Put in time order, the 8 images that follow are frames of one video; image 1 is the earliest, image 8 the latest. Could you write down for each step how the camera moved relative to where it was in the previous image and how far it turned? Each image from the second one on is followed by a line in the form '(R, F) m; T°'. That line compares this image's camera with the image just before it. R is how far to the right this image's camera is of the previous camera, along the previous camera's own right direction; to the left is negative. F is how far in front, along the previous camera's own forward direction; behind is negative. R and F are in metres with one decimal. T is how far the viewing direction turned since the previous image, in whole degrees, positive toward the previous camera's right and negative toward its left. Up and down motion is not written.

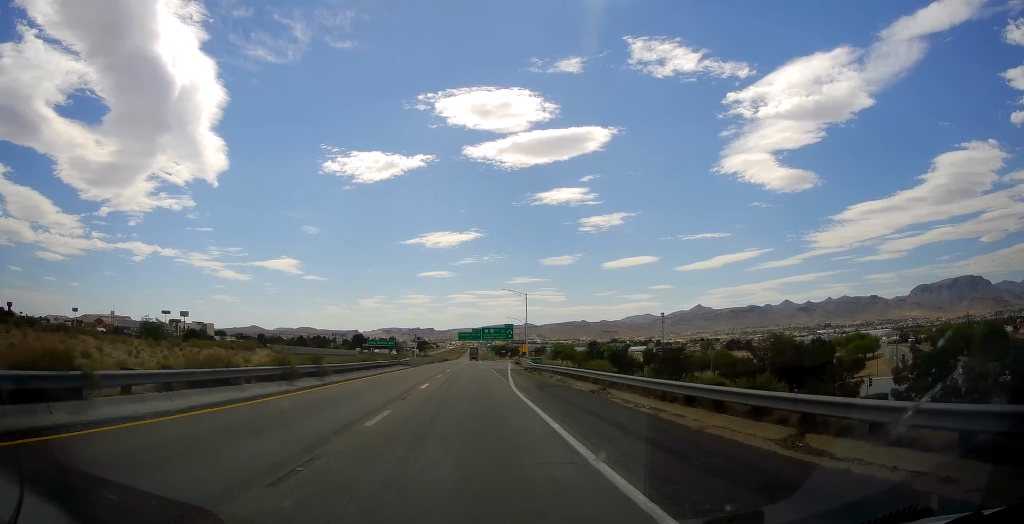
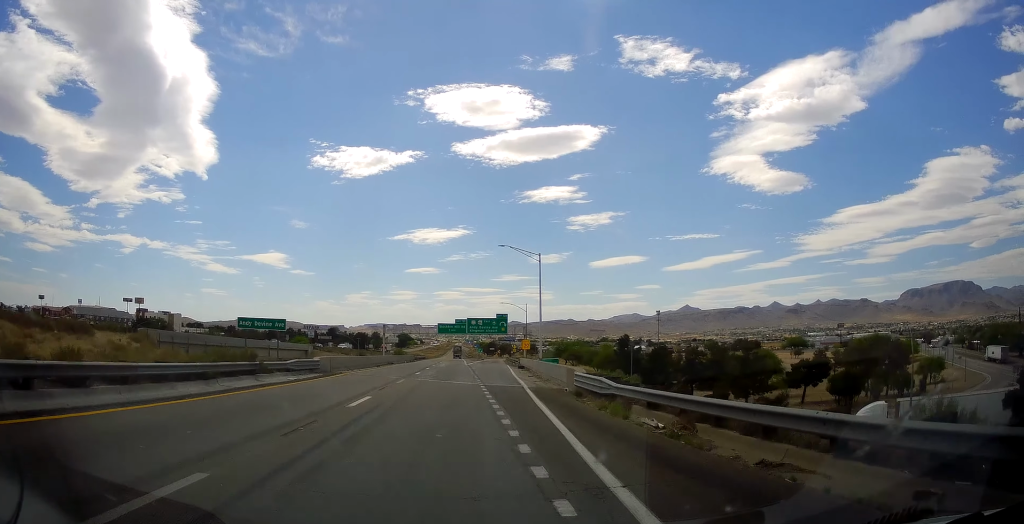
(-0.3, +33.2) m; -1°
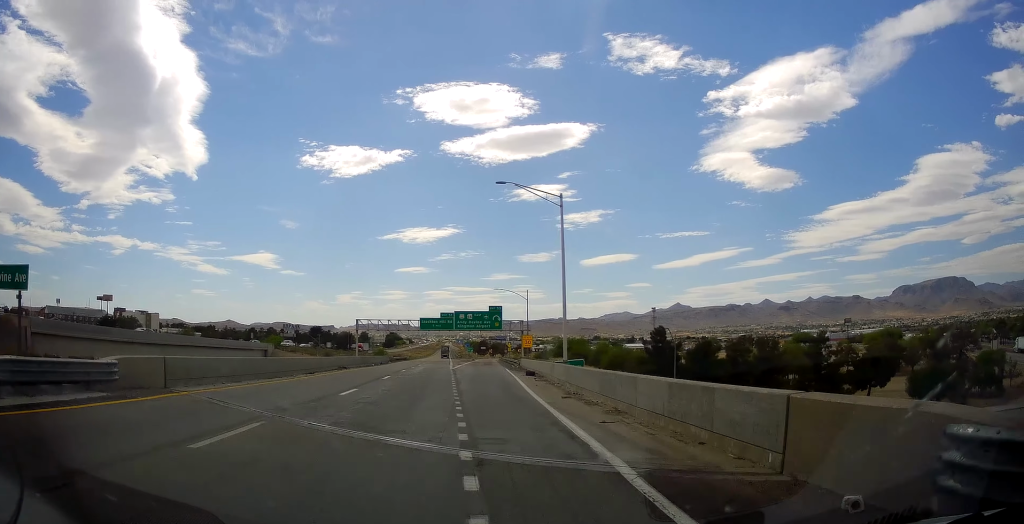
(-0.5, +19.7) m; +1°
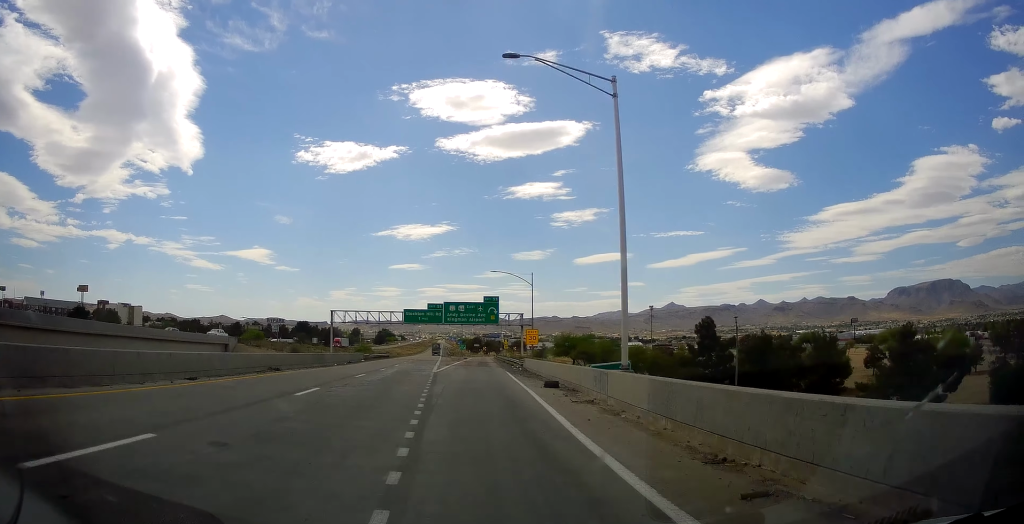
(+0.7, +15.0) m; +1°
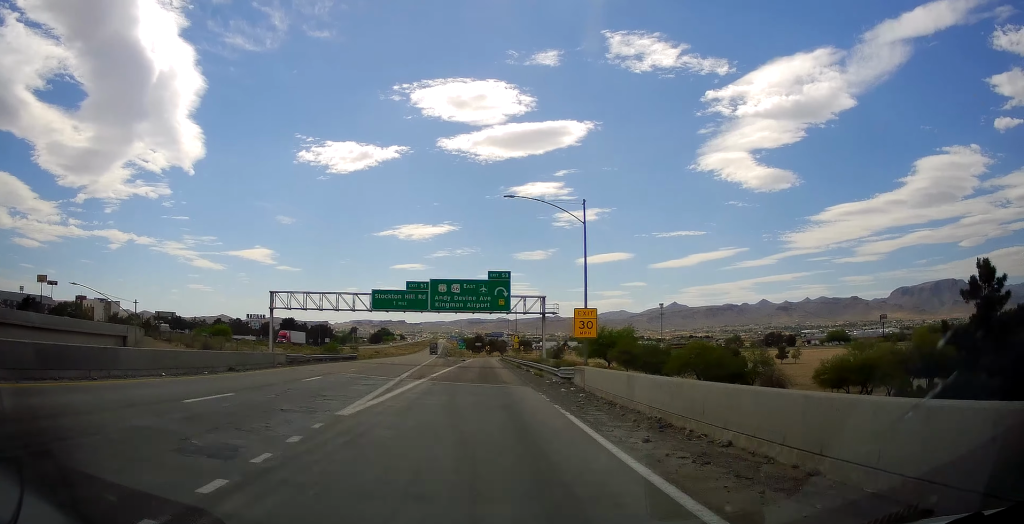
(0.0, +30.9) m; +1°
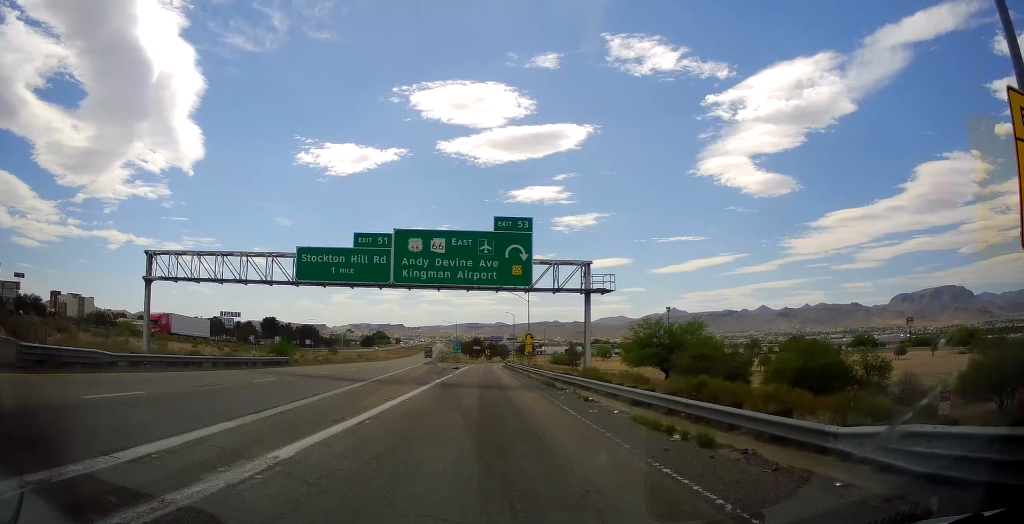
(+0.6, +27.9) m; +1°
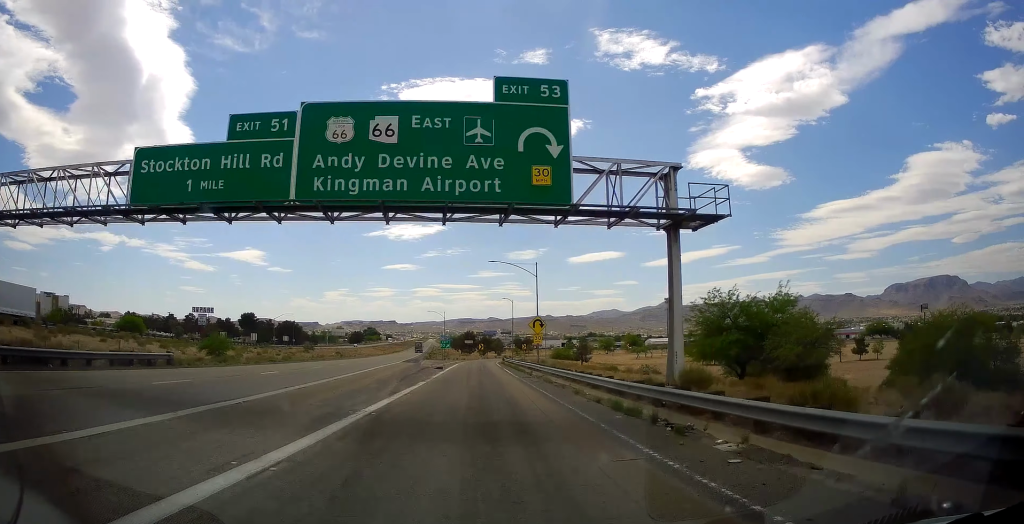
(+0.1, +19.3) m; -1°
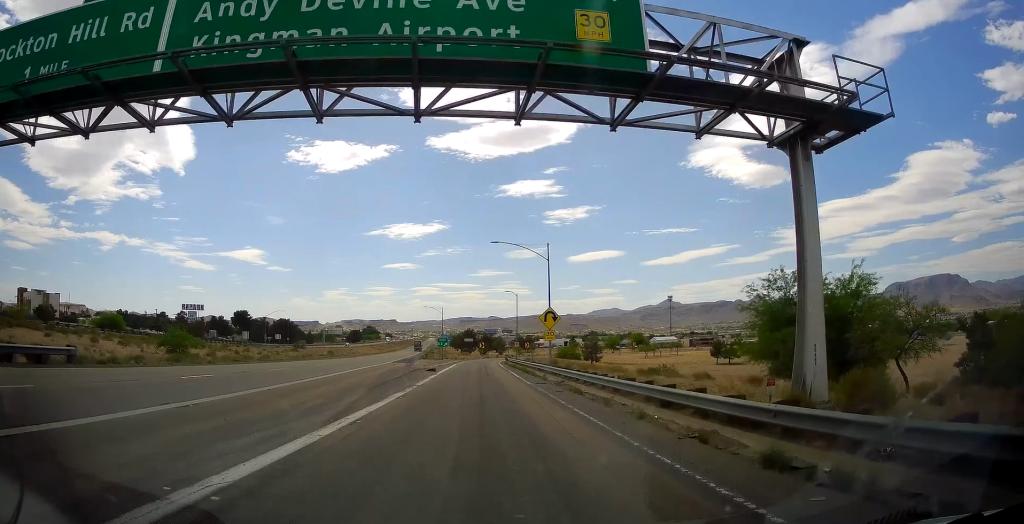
(-0.2, +8.9) m; 0°
